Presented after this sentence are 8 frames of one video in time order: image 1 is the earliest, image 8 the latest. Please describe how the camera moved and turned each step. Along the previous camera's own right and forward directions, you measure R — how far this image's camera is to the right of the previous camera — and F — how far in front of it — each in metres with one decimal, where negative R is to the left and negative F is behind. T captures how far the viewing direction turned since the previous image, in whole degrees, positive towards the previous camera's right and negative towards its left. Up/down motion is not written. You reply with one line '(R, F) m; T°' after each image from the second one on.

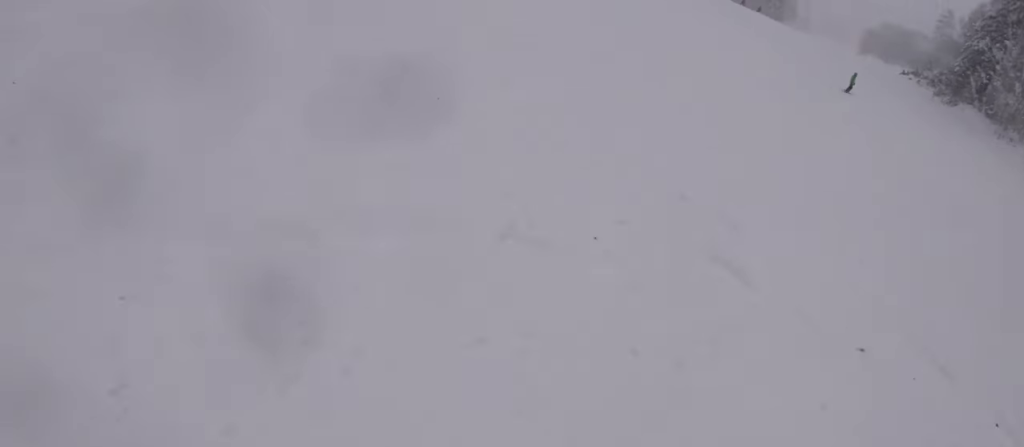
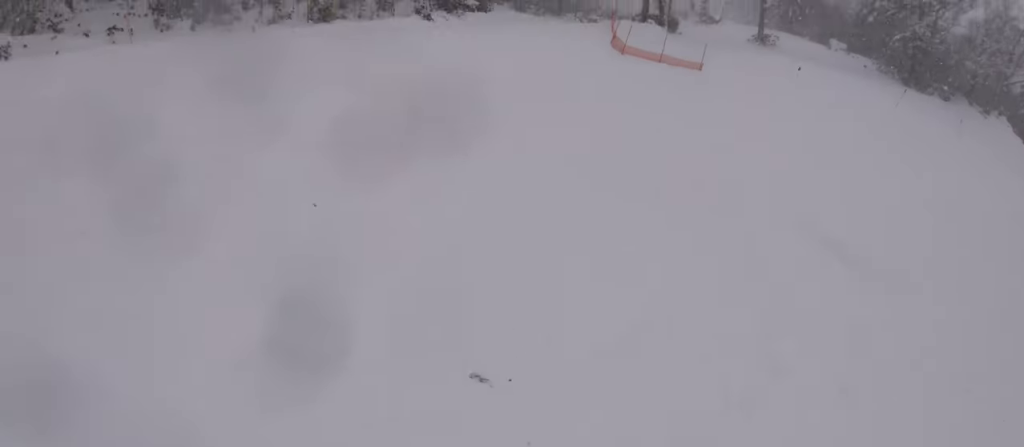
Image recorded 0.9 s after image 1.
(-0.4, +5.6) m; +5°
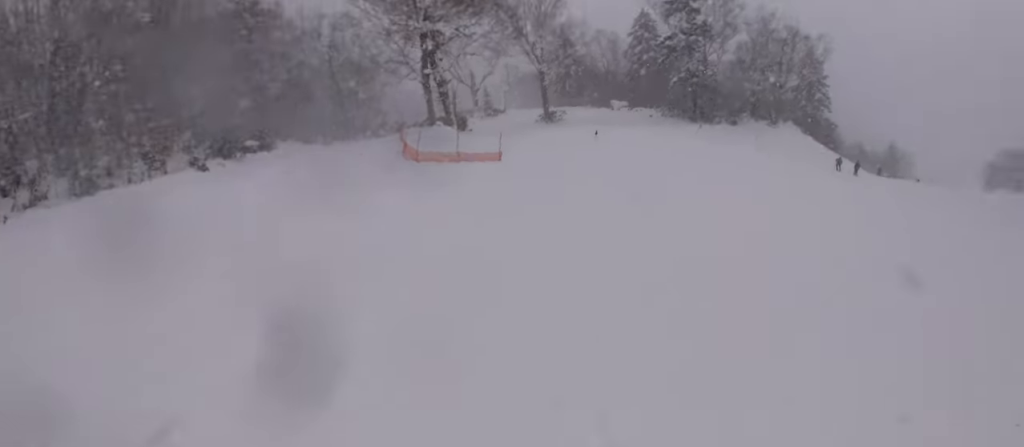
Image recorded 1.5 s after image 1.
(+0.3, +3.4) m; +14°
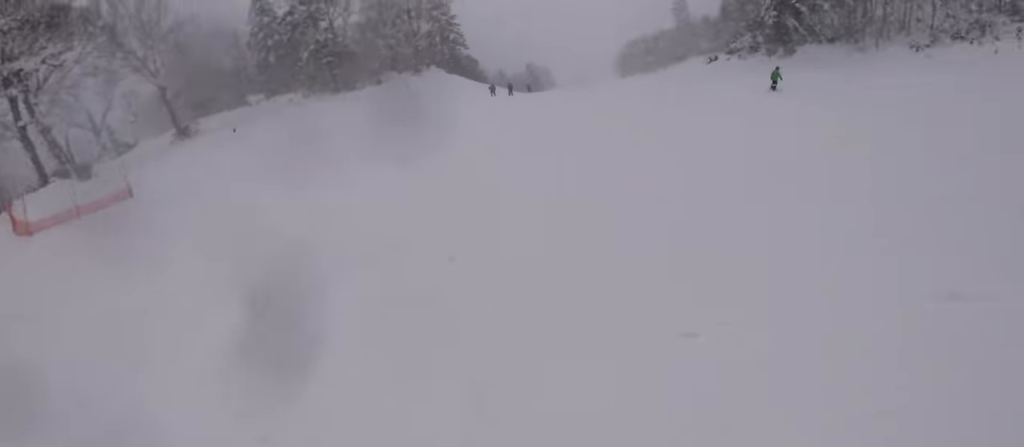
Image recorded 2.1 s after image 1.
(+0.1, +3.2) m; +17°
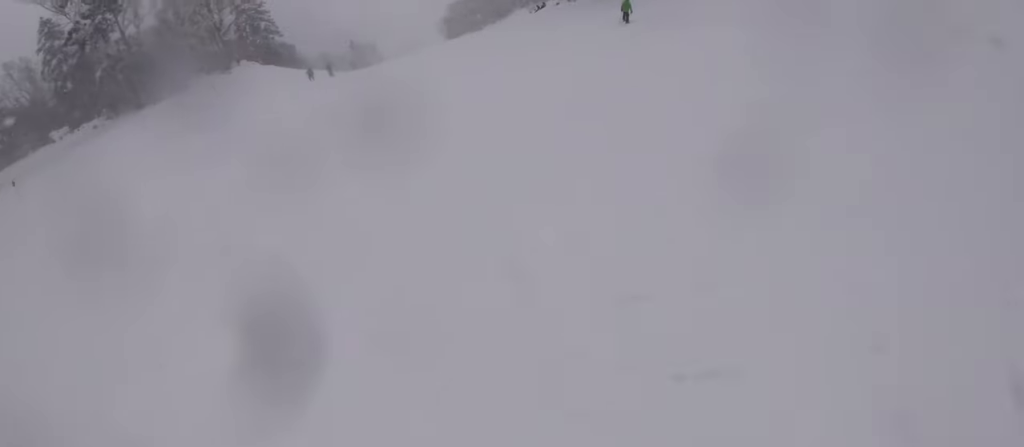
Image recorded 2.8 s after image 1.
(+1.0, +3.5) m; +13°
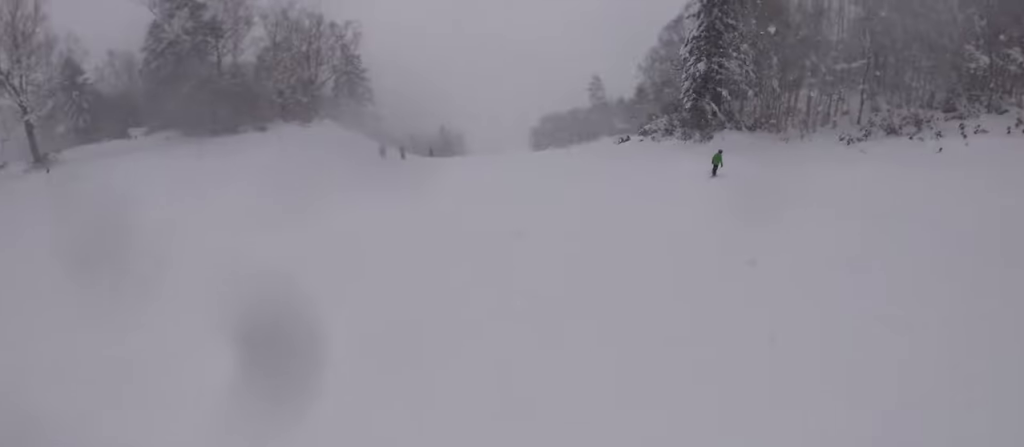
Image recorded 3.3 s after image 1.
(+0.5, +3.1) m; +5°
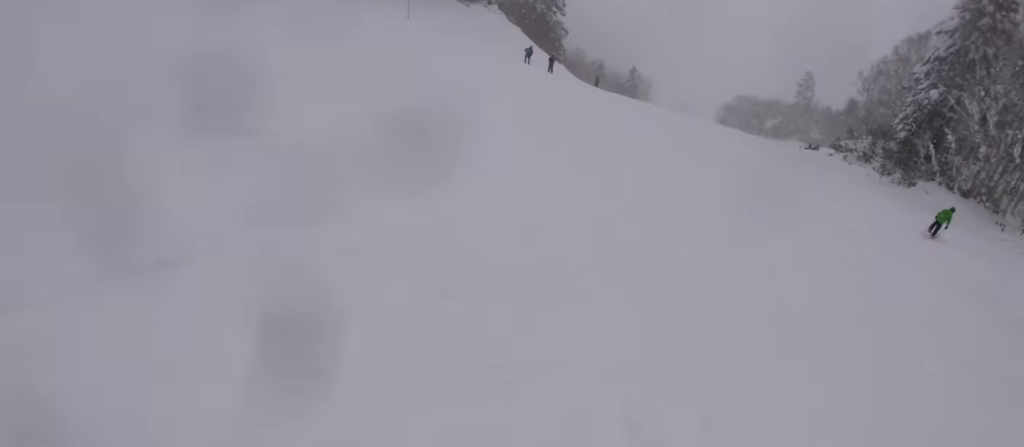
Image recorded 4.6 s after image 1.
(-1.1, +6.7) m; -22°
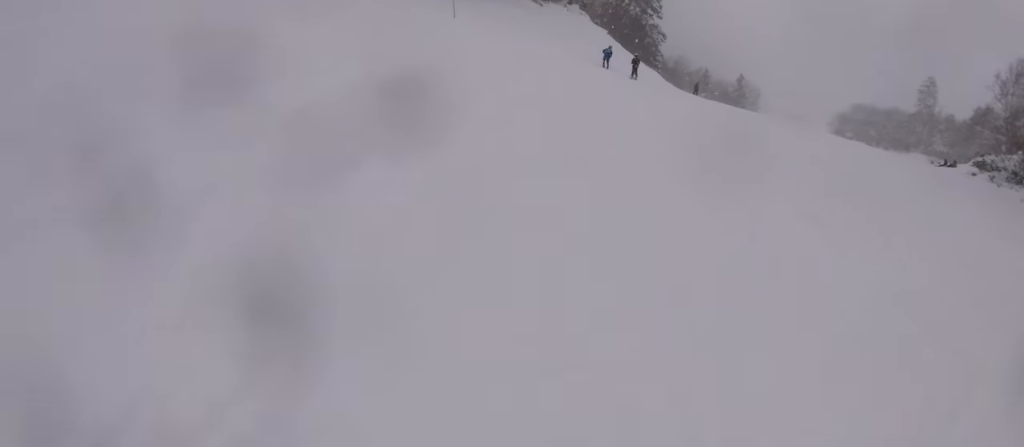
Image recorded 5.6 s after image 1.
(-0.8, +5.3) m; -8°
